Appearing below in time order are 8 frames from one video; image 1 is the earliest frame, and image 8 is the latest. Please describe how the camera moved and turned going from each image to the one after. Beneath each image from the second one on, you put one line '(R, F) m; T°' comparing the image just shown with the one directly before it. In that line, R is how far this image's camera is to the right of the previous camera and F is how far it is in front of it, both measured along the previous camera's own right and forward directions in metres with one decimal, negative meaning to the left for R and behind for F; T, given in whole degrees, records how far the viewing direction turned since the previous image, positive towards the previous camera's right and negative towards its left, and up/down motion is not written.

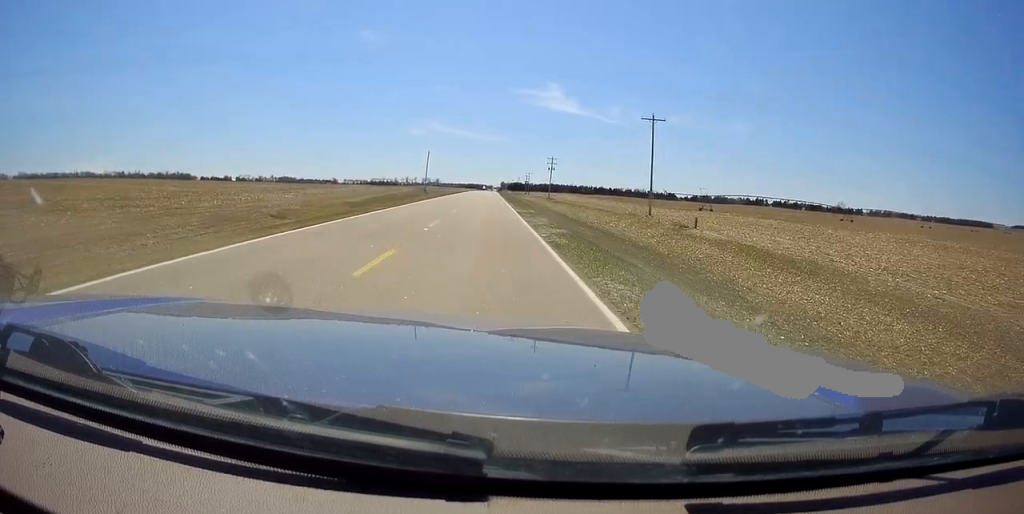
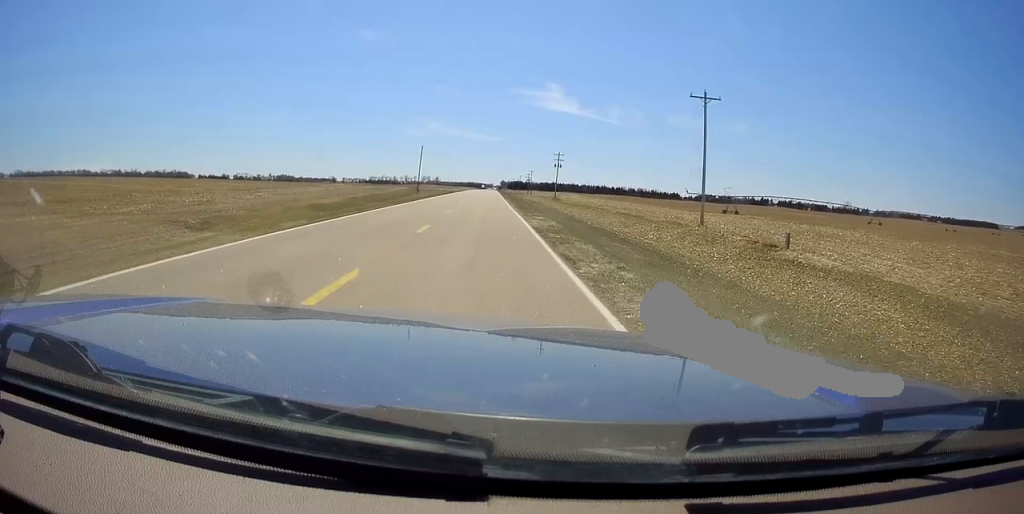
(0.0, +14.4) m; 0°
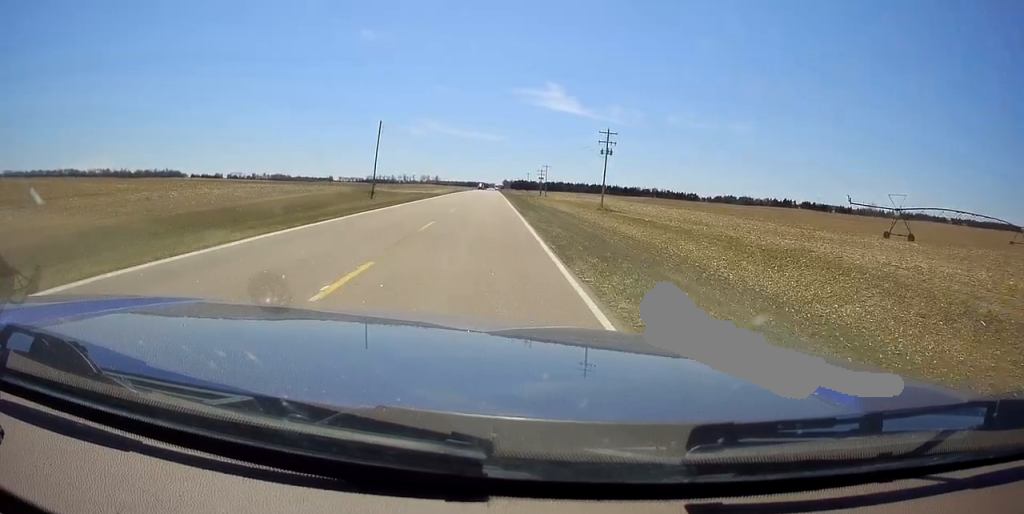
(0.0, +55.6) m; 0°
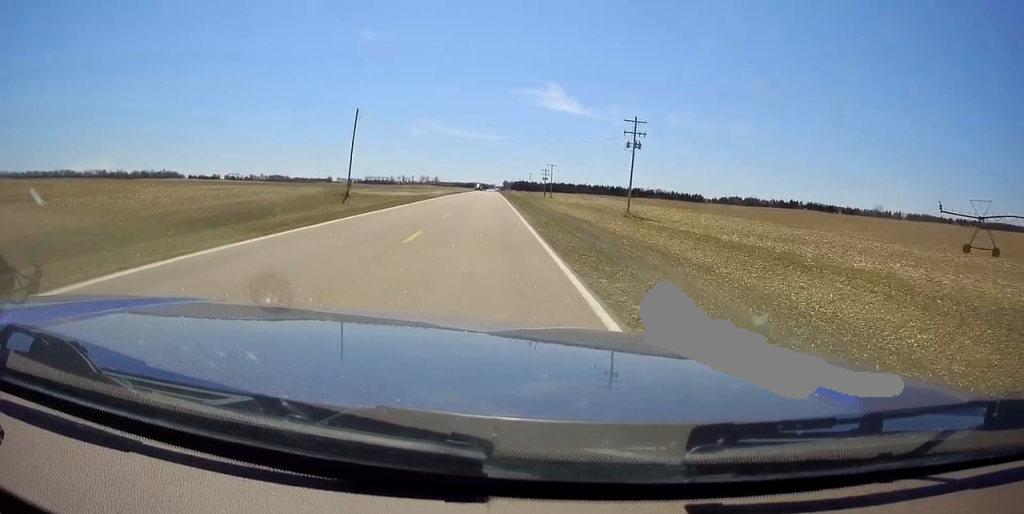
(0.0, +15.4) m; 0°
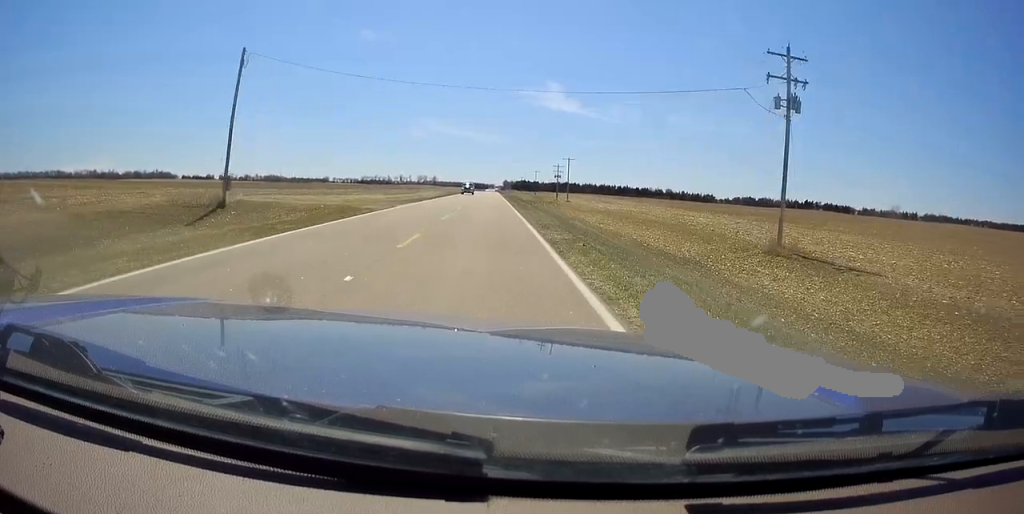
(0.0, +34.6) m; +1°
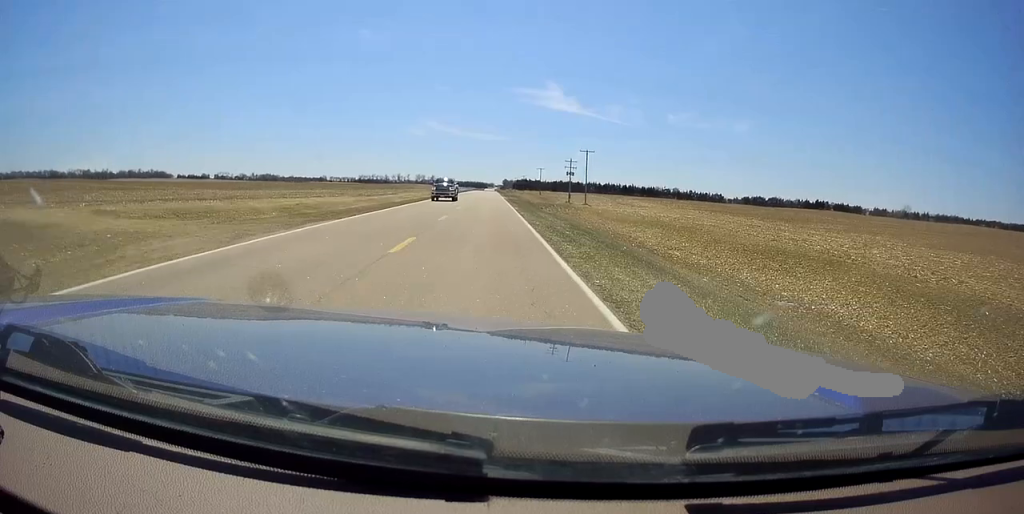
(+0.5, +24.1) m; -1°
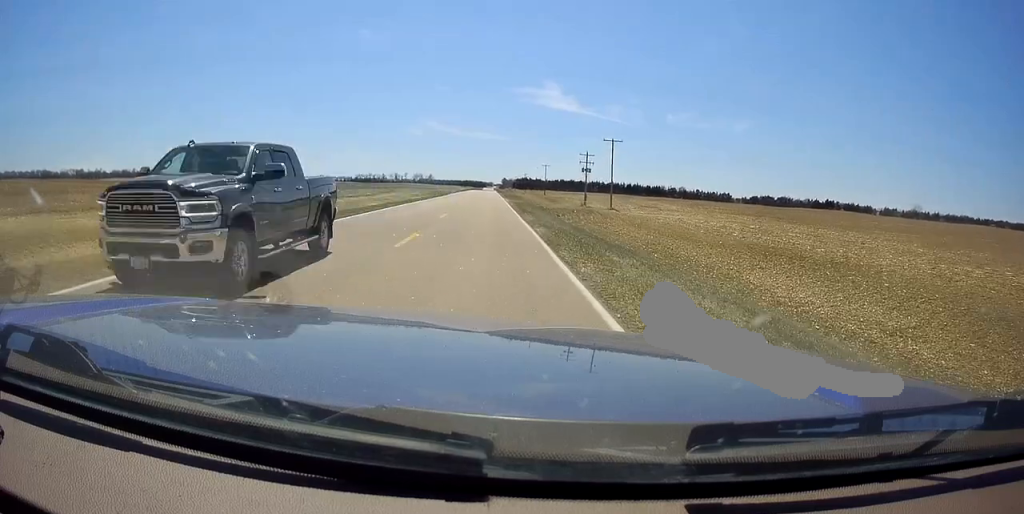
(-0.4, +21.7) m; -1°
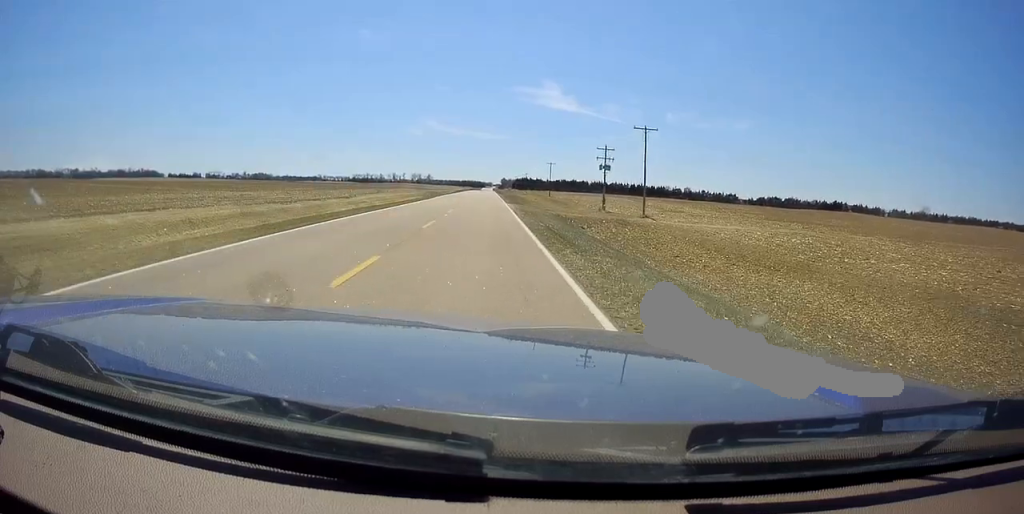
(-0.6, +16.7) m; 0°
